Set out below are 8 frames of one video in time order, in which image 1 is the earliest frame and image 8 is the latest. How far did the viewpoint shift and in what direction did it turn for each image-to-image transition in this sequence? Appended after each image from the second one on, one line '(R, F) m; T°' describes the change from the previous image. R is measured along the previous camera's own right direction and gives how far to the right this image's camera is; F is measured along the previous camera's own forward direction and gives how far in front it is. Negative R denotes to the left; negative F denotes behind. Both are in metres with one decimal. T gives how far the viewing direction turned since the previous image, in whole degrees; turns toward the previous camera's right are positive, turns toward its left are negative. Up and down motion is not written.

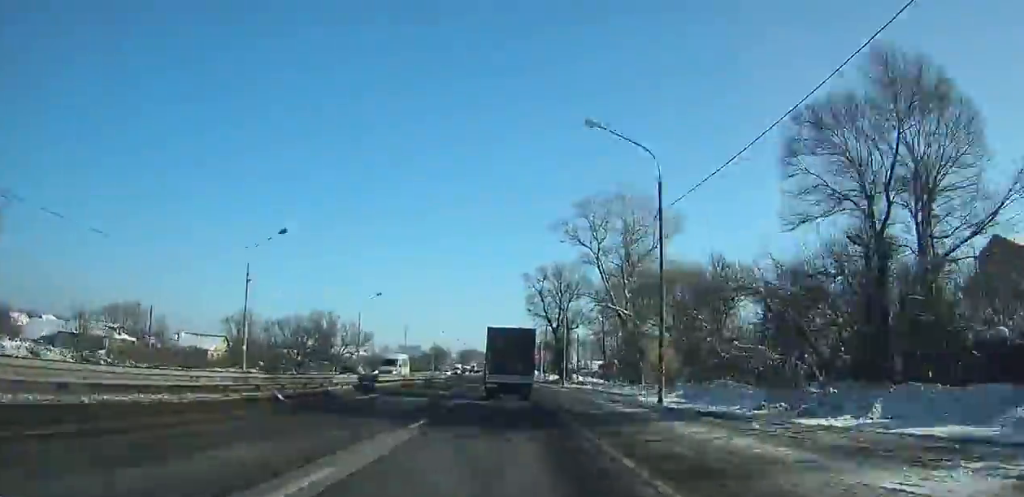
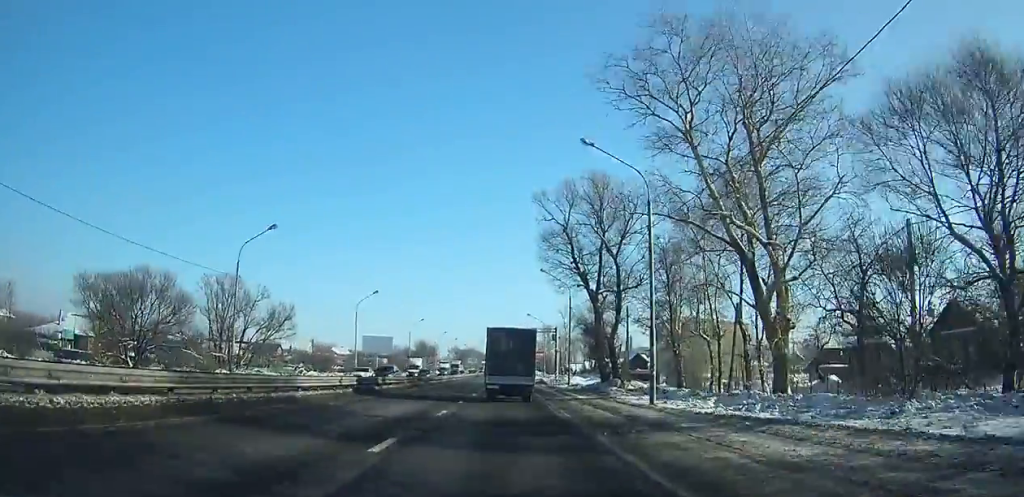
(-0.1, +39.2) m; 0°
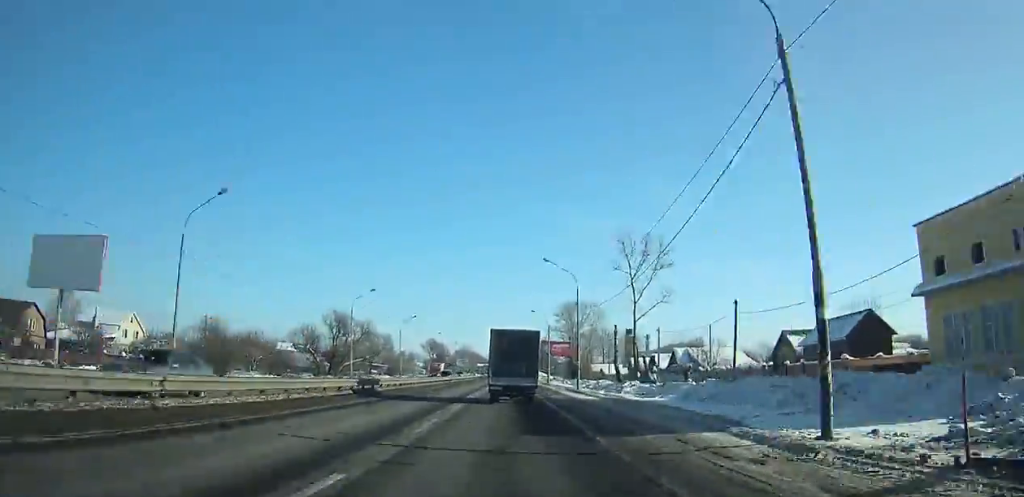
(-0.3, +95.4) m; 0°
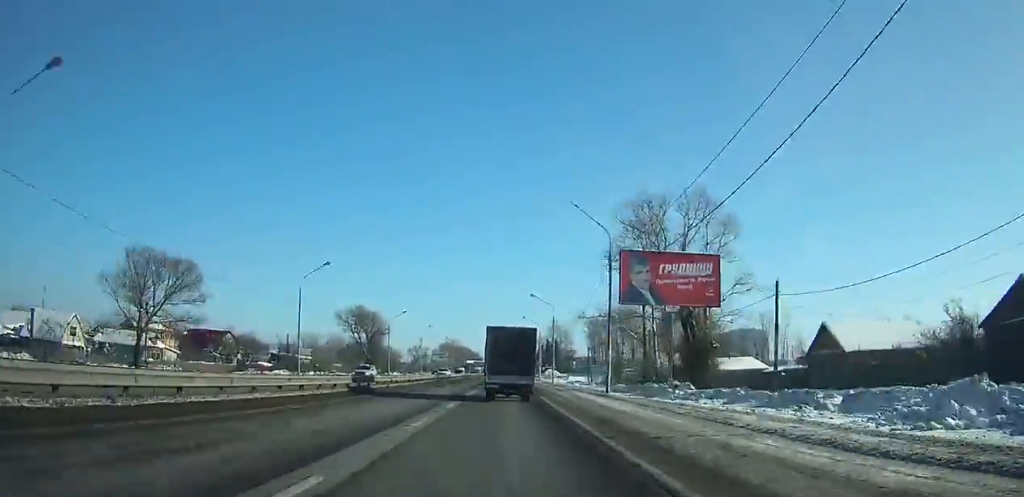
(+0.6, +93.4) m; 0°
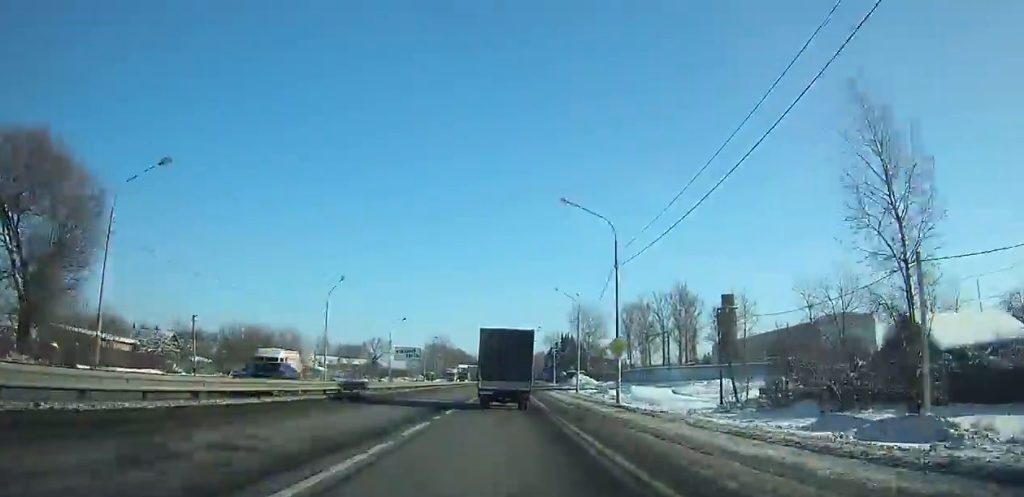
(-0.4, +68.3) m; 0°
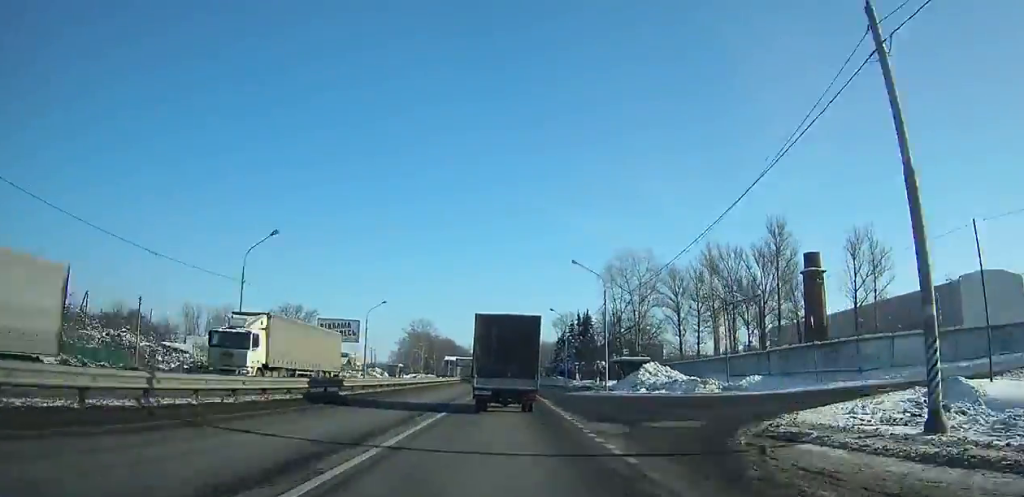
(-0.1, +48.6) m; 0°
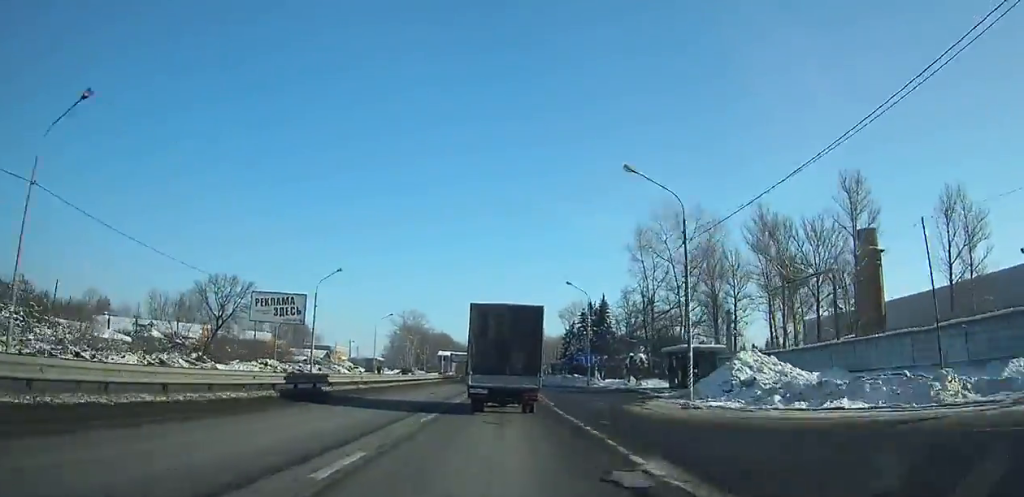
(0.0, +19.3) m; 0°
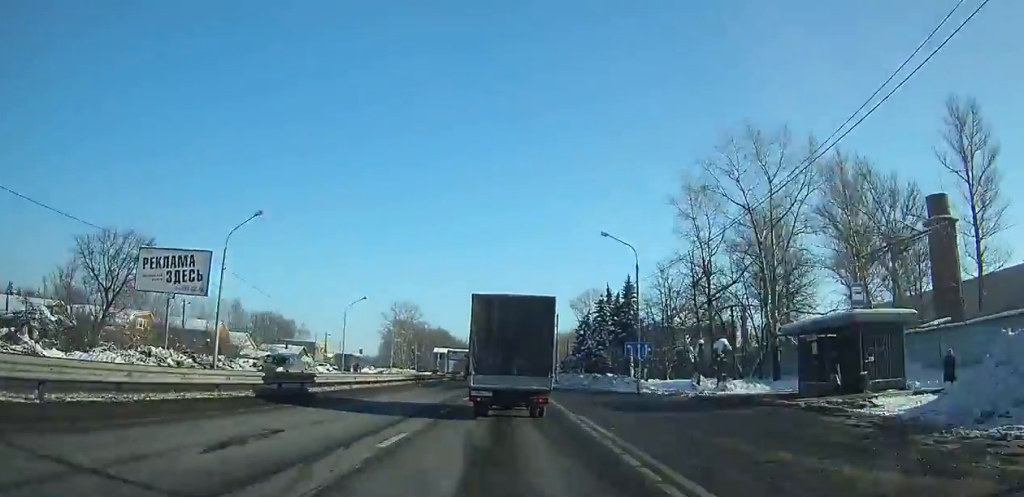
(0.0, +15.8) m; 0°
